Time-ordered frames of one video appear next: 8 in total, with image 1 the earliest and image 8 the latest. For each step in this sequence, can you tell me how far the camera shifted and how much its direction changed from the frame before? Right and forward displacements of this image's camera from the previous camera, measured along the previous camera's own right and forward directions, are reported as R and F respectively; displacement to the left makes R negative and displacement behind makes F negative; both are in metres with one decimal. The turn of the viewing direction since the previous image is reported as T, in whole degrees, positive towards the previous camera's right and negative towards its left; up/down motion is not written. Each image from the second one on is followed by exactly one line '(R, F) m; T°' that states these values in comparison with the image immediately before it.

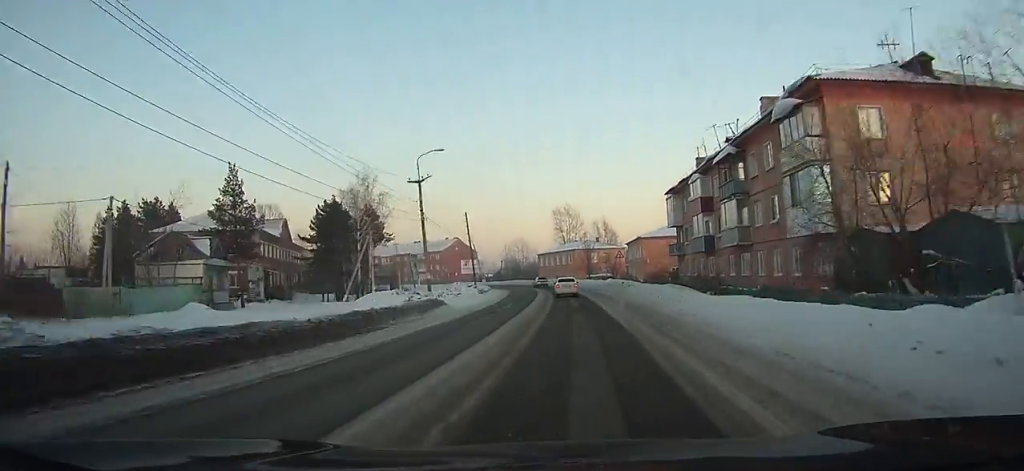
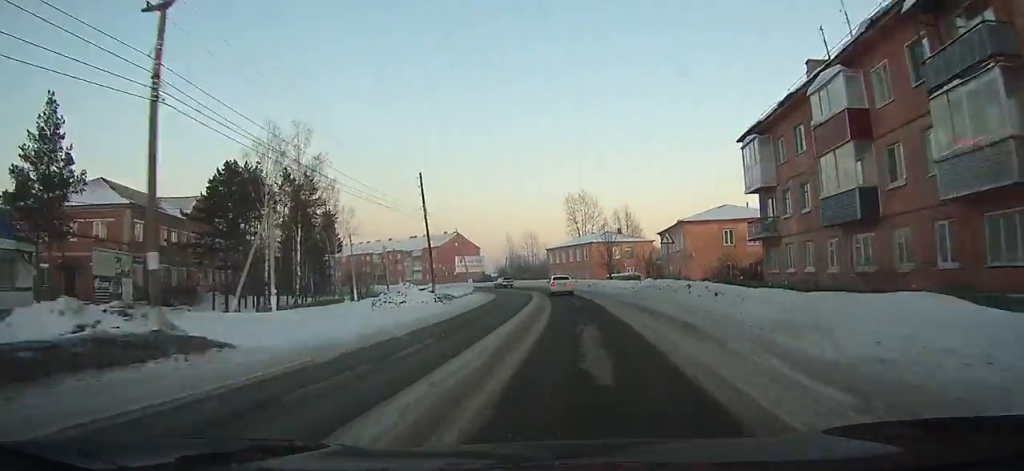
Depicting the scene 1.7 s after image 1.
(+0.2, +22.8) m; -2°
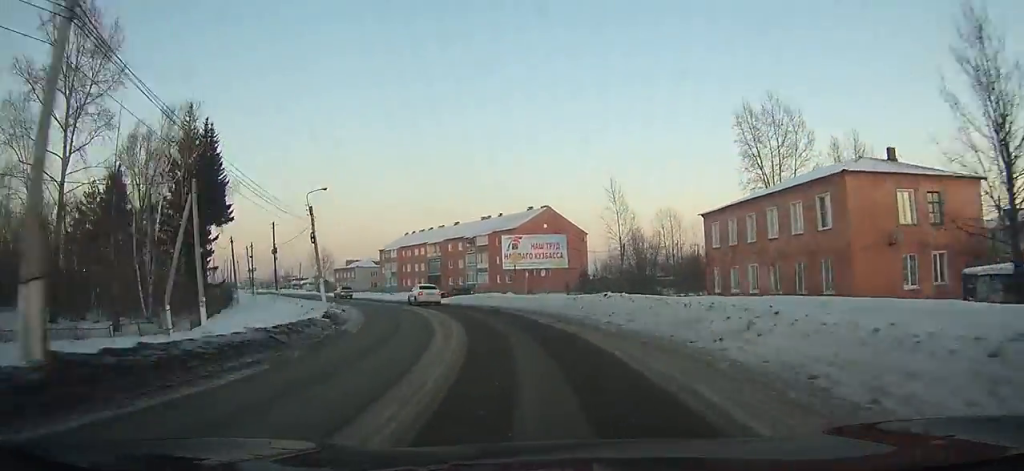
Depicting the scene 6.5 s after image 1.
(-5.9, +61.8) m; -16°
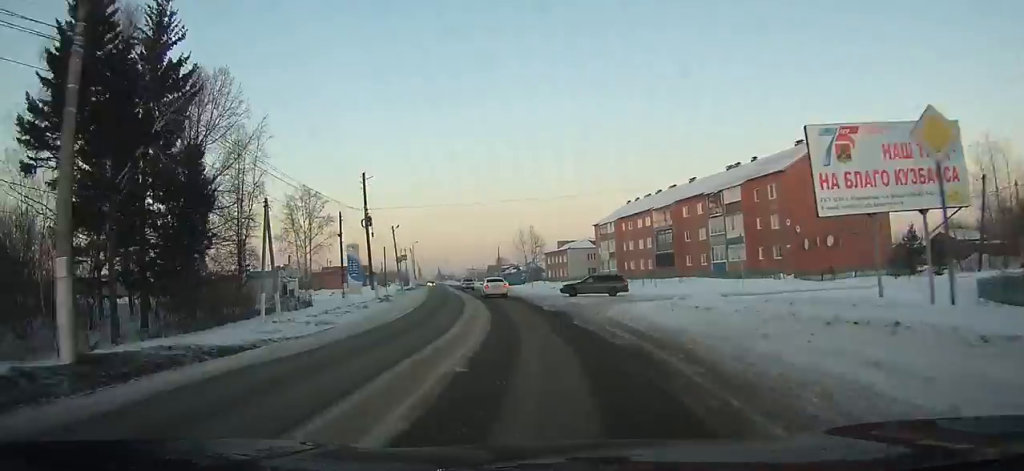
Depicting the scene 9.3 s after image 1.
(-4.5, +33.7) m; -17°
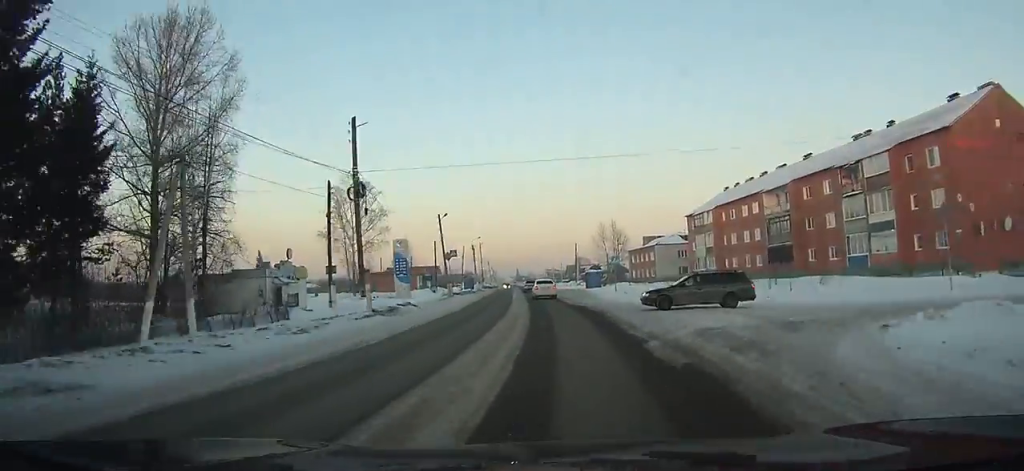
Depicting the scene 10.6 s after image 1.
(-1.0, +15.8) m; -8°
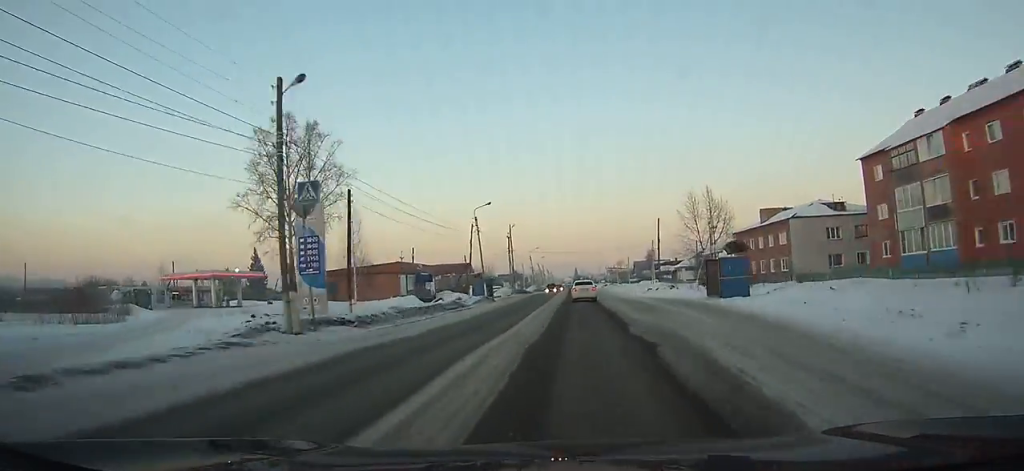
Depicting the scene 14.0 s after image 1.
(-5.7, +40.4) m; -10°
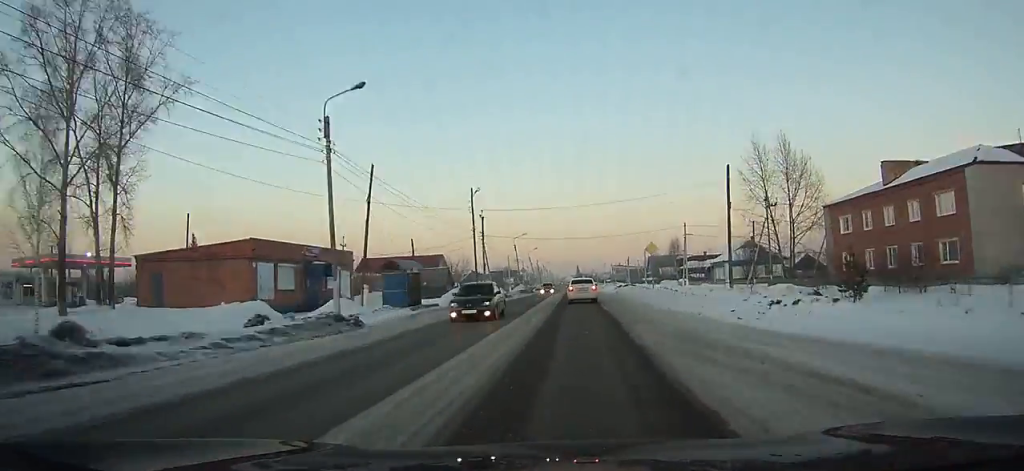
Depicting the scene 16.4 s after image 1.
(-0.3, +28.0) m; 0°
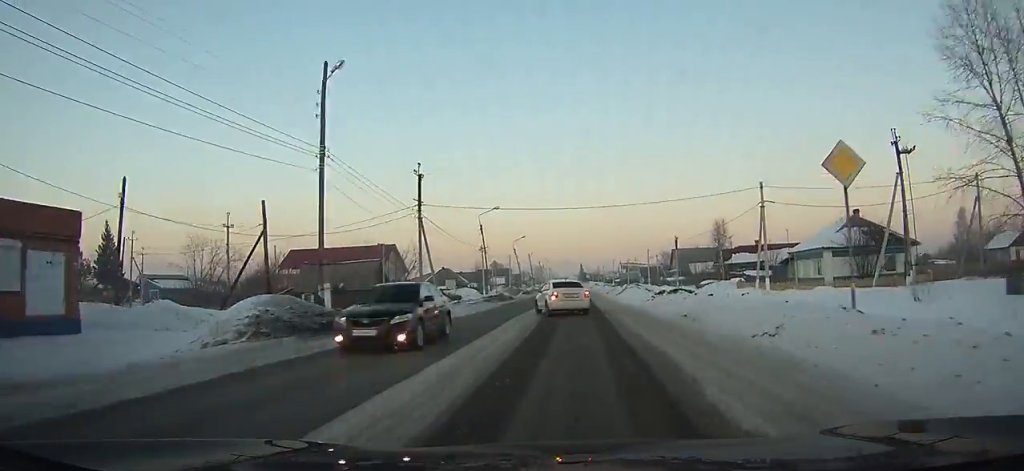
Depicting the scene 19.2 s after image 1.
(+0.1, +31.8) m; 0°
